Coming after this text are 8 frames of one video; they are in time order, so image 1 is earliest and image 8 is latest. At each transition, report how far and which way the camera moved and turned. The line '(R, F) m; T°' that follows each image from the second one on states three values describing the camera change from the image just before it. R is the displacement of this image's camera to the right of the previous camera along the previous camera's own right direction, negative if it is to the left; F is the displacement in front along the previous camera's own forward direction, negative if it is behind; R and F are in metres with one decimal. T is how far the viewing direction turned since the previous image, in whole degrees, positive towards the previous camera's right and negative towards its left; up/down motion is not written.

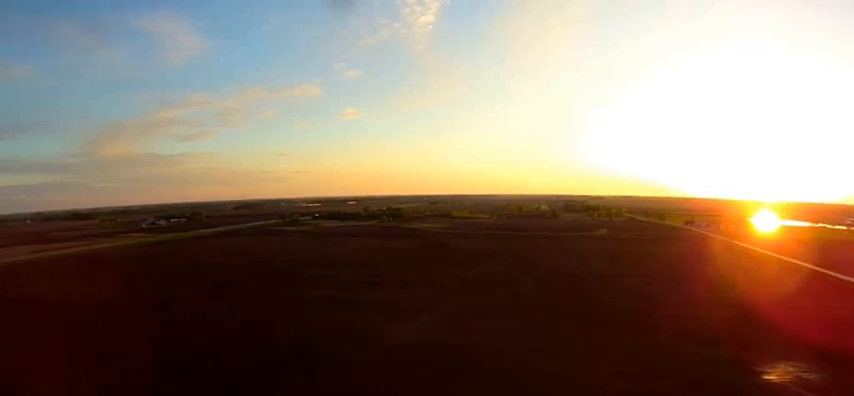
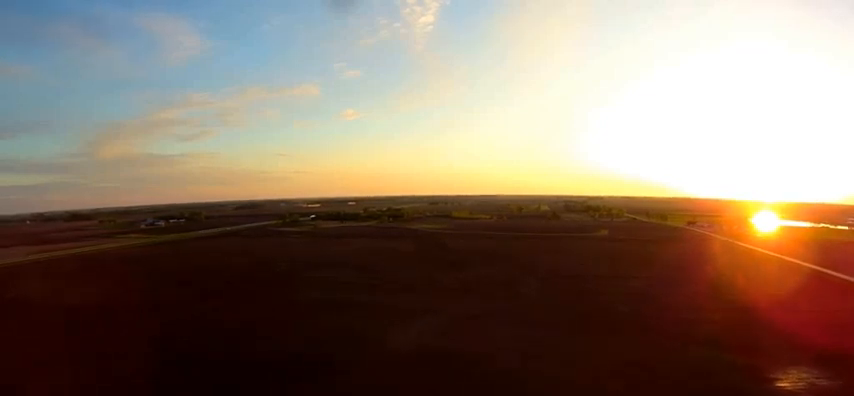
(0.0, +6.2) m; 0°
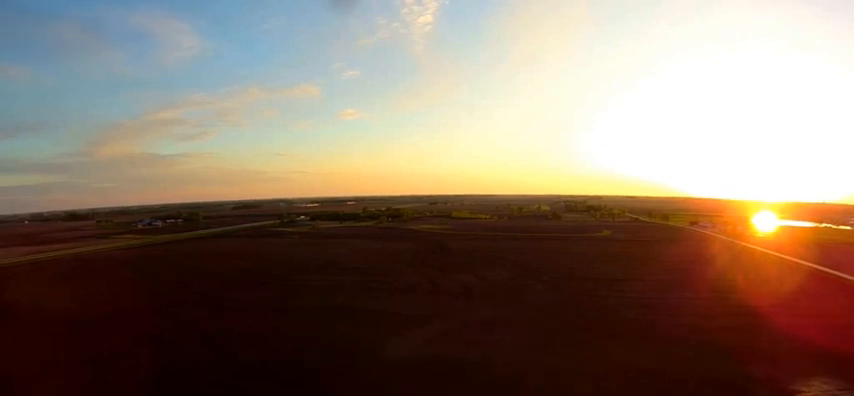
(-0.1, +10.9) m; 0°
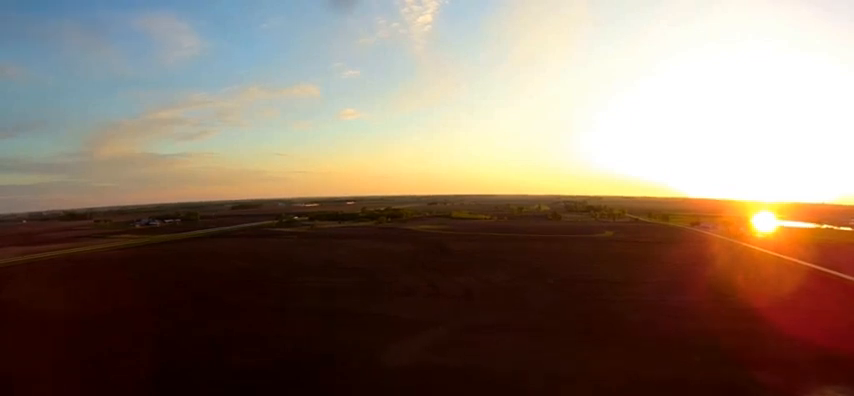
(0.0, +6.9) m; +1°
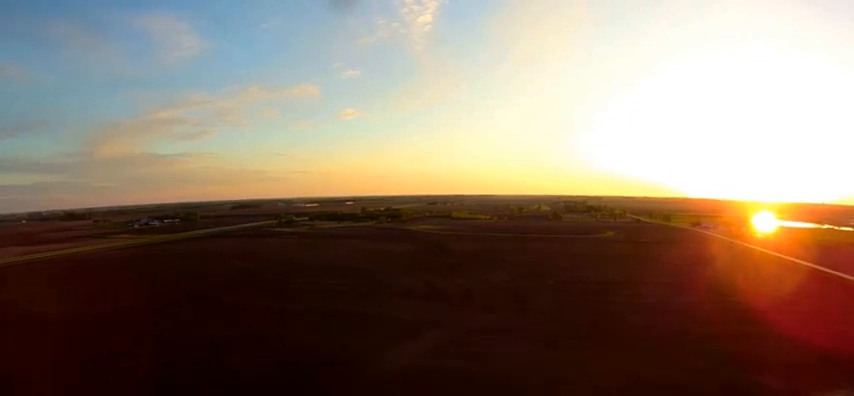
(+0.1, +3.8) m; 0°
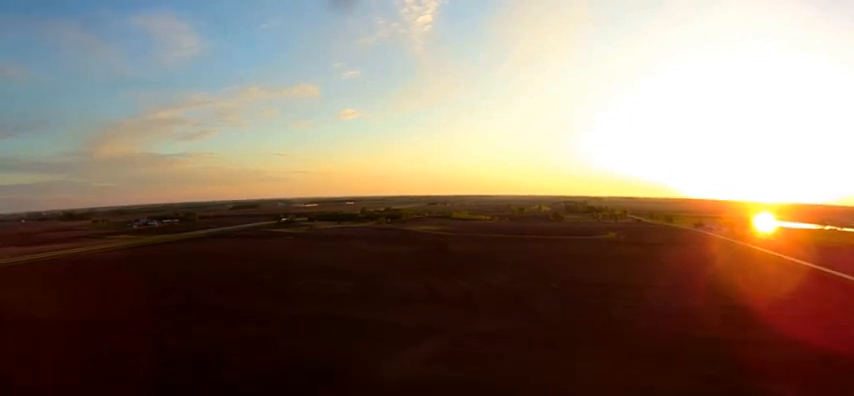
(0.0, +7.3) m; 0°
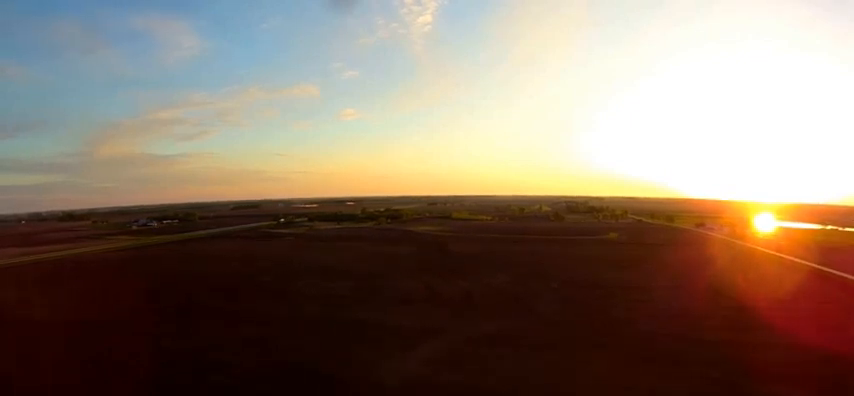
(0.0, +3.1) m; 0°
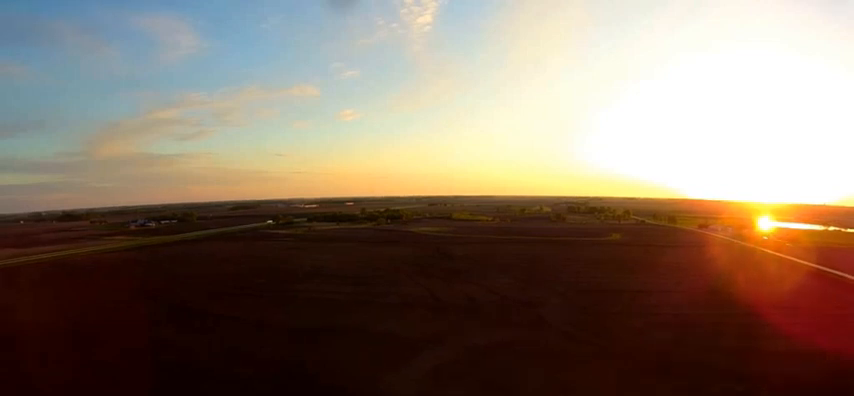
(0.0, +10.0) m; 0°
